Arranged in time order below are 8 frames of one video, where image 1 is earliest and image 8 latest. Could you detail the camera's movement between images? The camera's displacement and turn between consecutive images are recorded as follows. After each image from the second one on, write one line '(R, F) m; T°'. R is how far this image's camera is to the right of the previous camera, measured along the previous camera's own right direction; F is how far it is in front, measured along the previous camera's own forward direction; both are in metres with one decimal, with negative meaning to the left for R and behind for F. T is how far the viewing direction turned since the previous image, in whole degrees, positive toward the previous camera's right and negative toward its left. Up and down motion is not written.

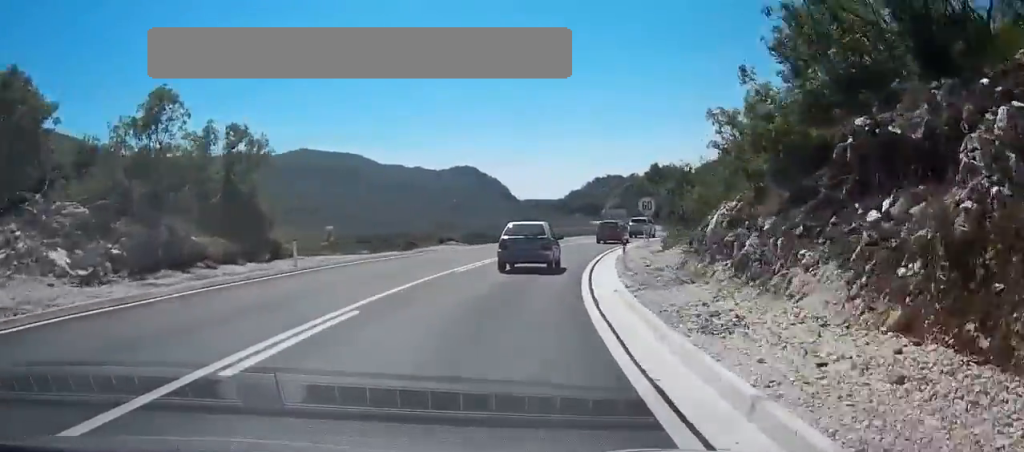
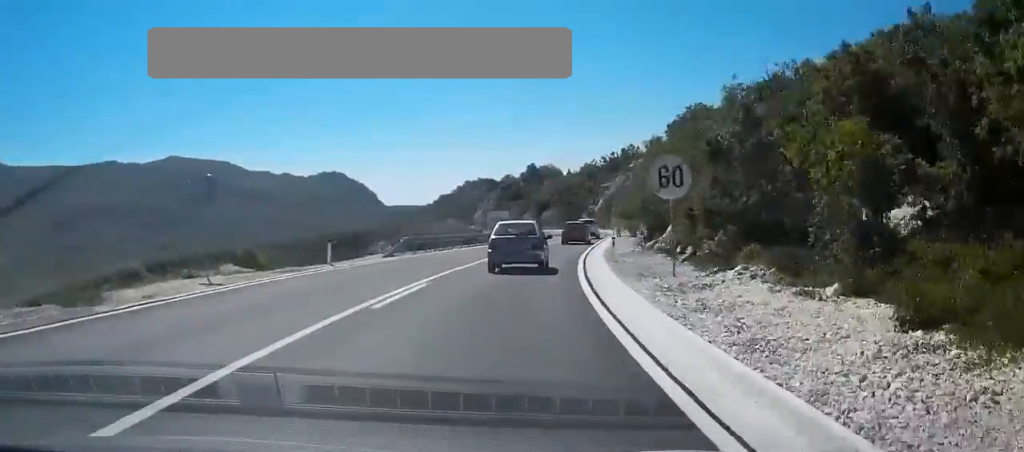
(+2.3, +22.7) m; +10°
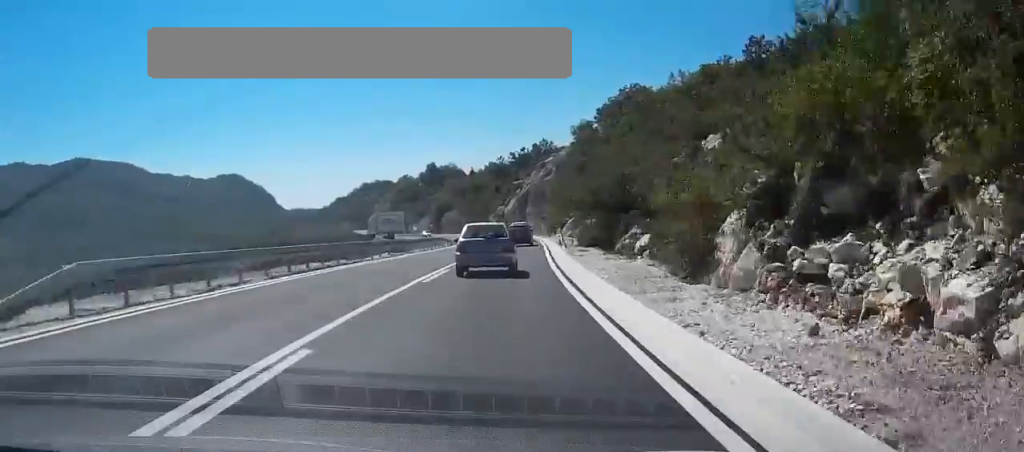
(+1.9, +23.1) m; +8°
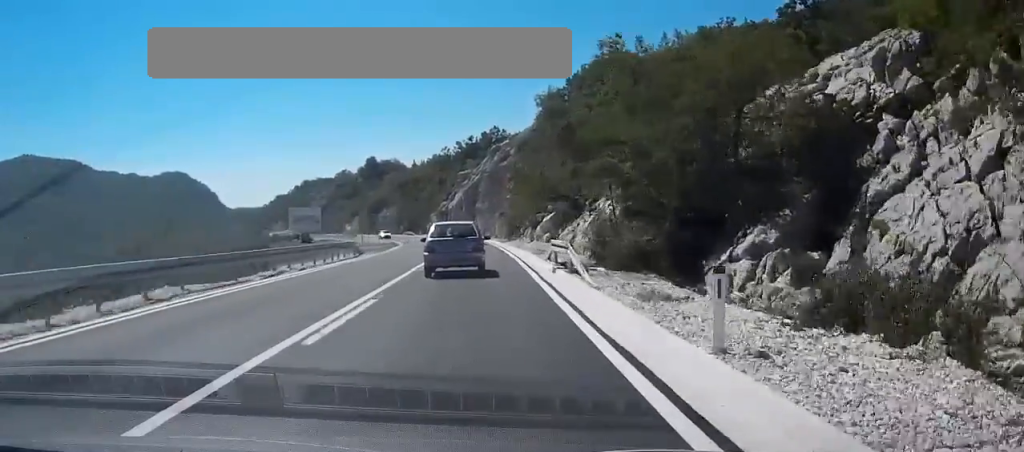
(+1.2, +24.1) m; +4°
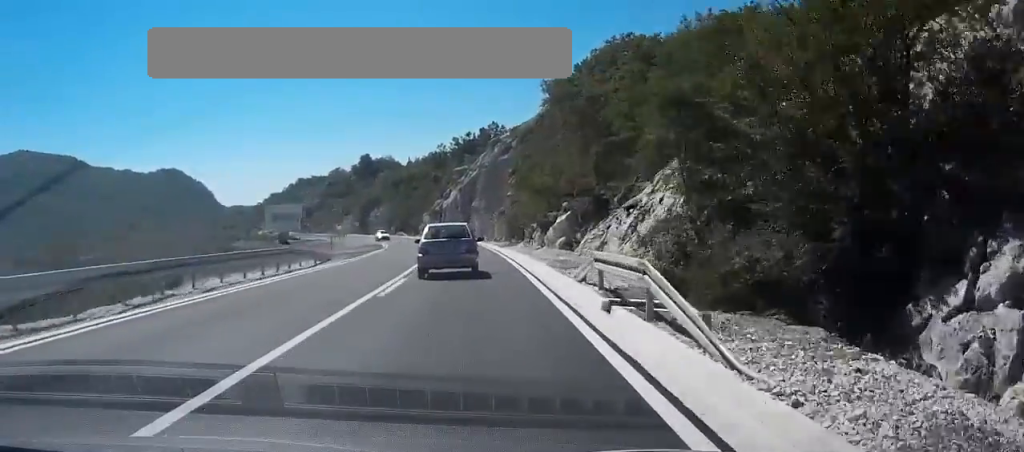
(+0.1, +9.0) m; +1°
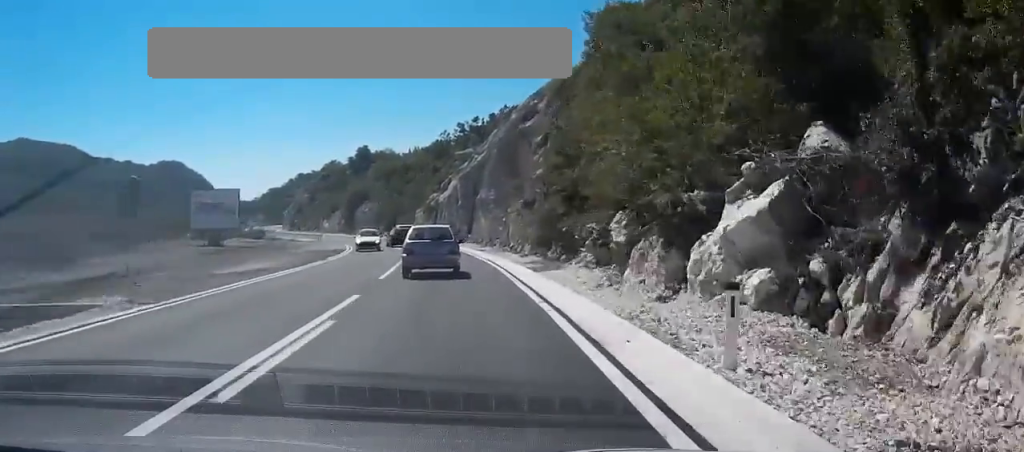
(+0.2, +23.5) m; 0°
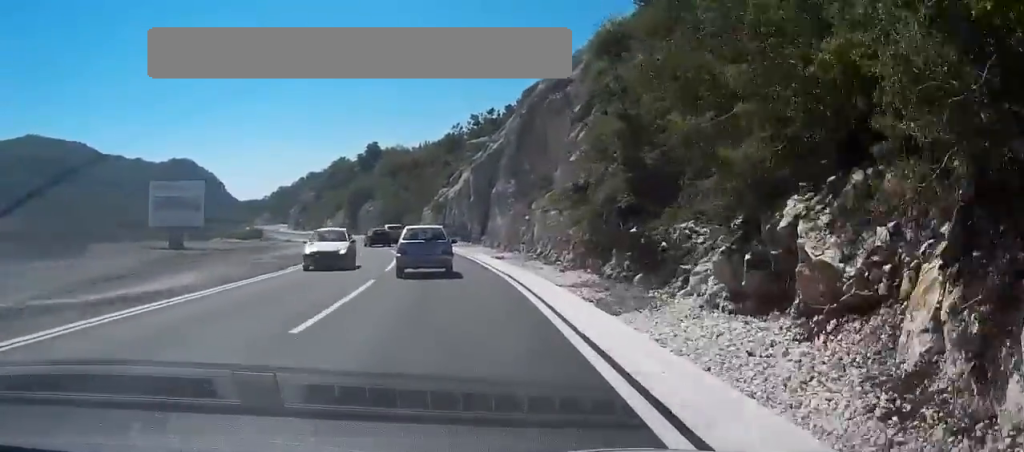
(0.0, +10.4) m; 0°
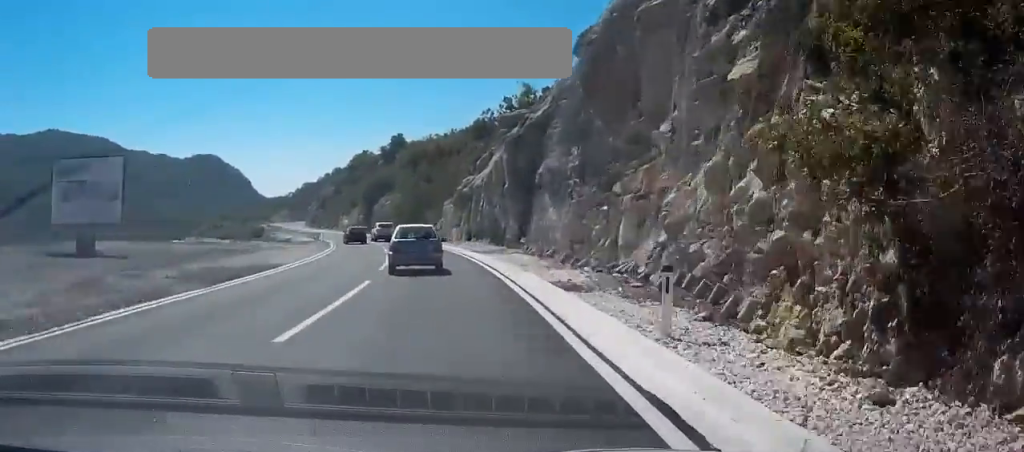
(0.0, +15.5) m; -1°
